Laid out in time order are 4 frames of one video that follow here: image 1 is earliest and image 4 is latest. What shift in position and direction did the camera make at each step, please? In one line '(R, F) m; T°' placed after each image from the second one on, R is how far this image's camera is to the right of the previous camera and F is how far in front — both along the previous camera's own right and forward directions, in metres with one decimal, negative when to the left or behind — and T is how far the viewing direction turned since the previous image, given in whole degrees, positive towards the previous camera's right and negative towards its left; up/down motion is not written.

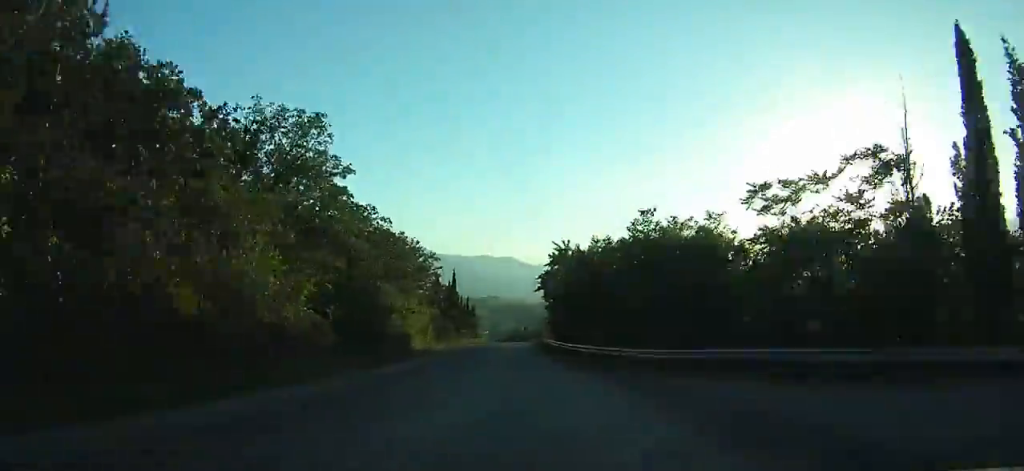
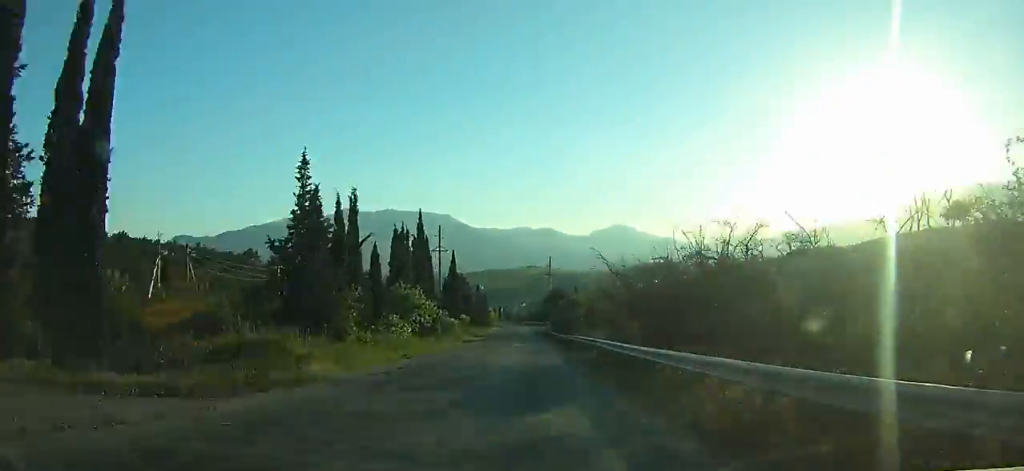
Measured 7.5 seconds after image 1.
(-5.8, +127.3) m; -4°
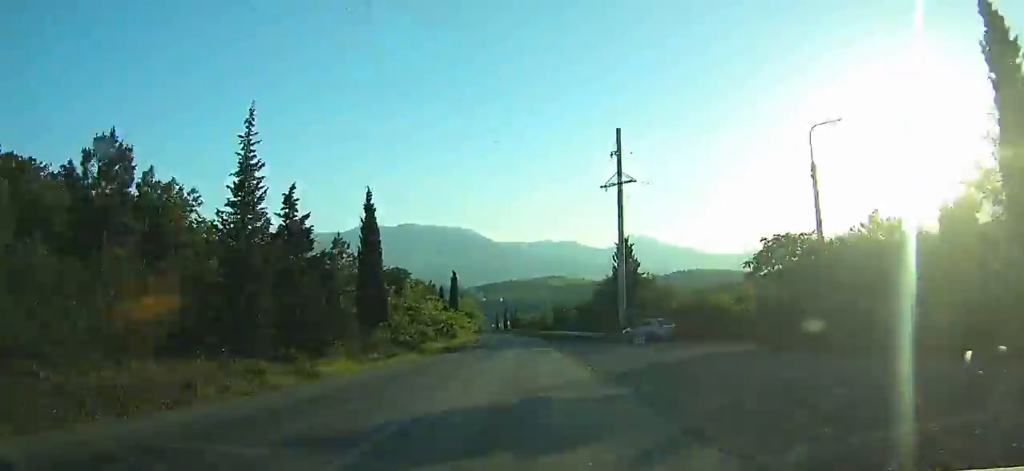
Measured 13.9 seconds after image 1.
(-3.1, +113.4) m; -3°
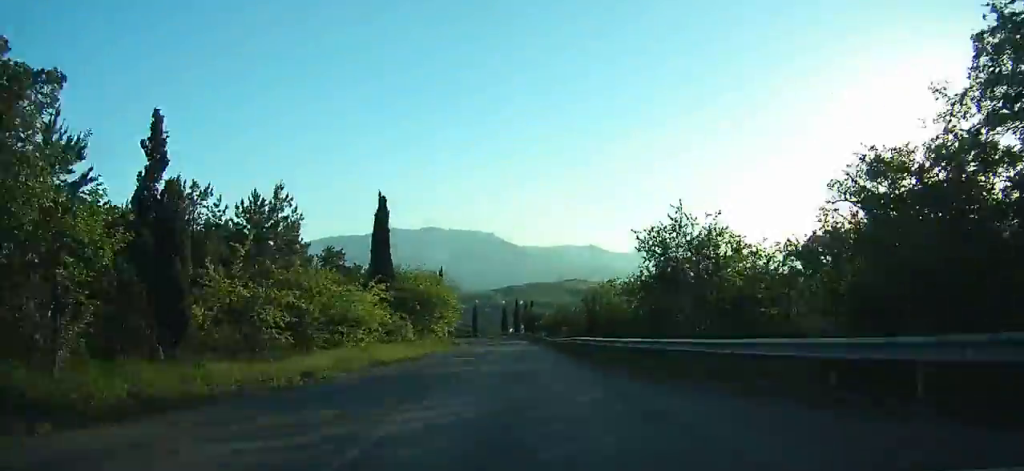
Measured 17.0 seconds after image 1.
(-1.0, +51.2) m; -2°
